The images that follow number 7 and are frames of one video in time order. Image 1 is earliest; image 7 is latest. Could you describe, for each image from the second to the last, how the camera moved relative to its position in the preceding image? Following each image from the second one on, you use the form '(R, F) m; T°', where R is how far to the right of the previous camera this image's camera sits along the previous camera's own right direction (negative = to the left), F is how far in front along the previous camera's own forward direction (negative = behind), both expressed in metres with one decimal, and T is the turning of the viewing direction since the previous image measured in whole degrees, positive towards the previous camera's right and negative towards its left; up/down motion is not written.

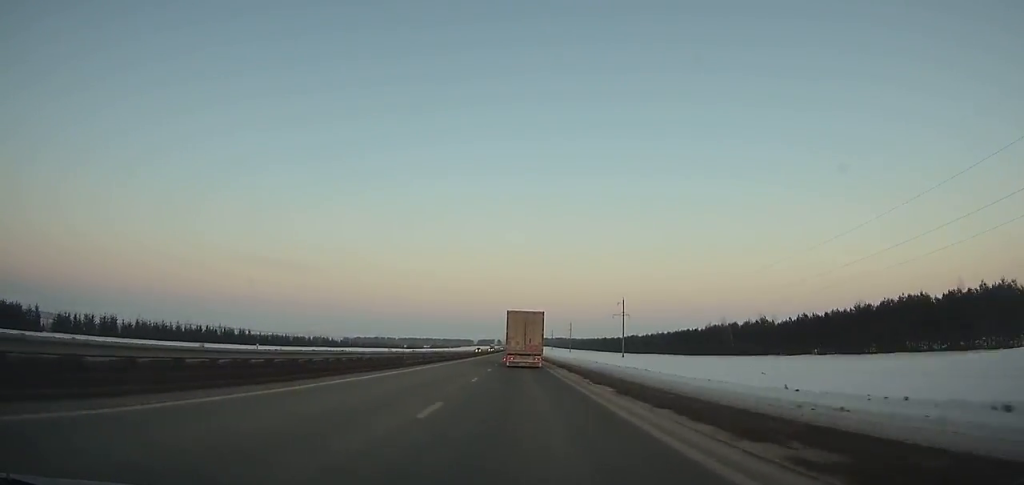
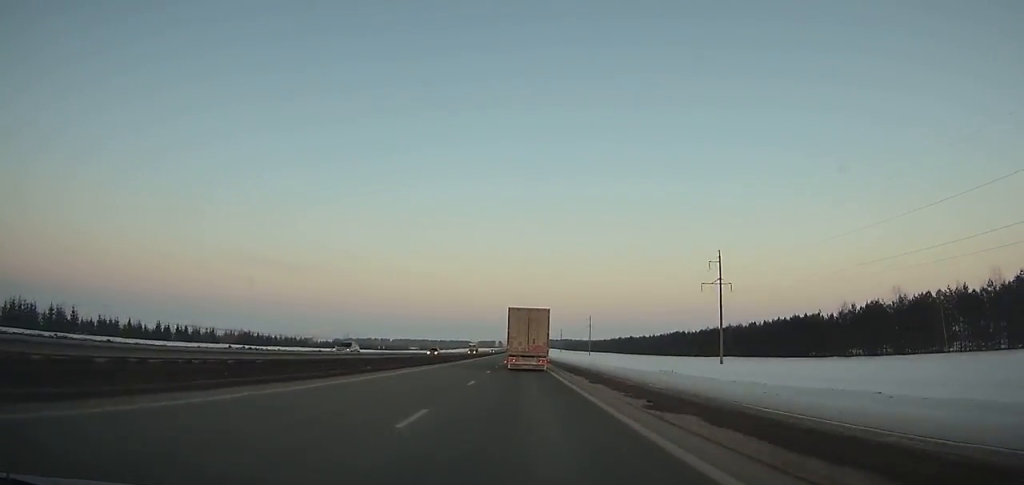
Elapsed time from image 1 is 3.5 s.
(+0.1, +96.0) m; 0°
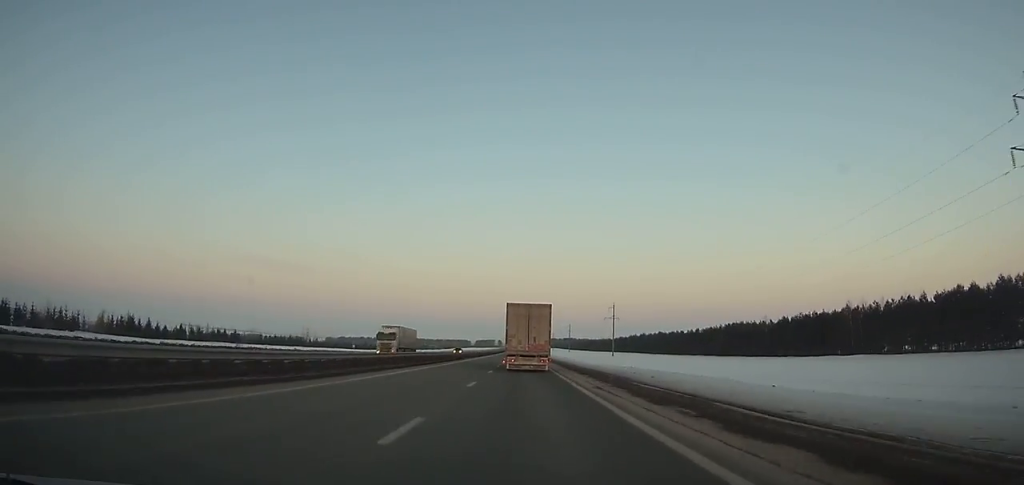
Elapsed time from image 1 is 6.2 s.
(0.0, +73.8) m; 0°
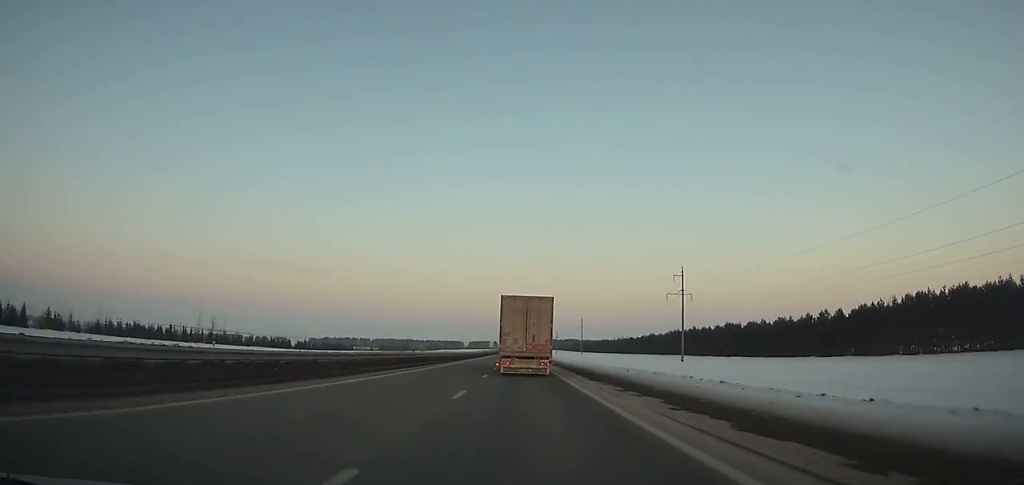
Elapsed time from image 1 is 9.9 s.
(+0.2, +101.1) m; 0°
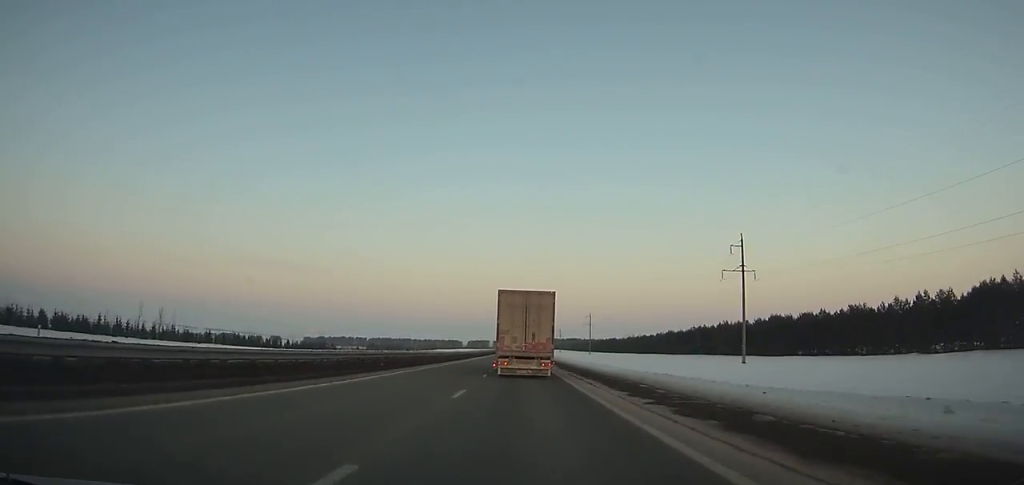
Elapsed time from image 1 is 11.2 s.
(0.0, +35.7) m; 0°
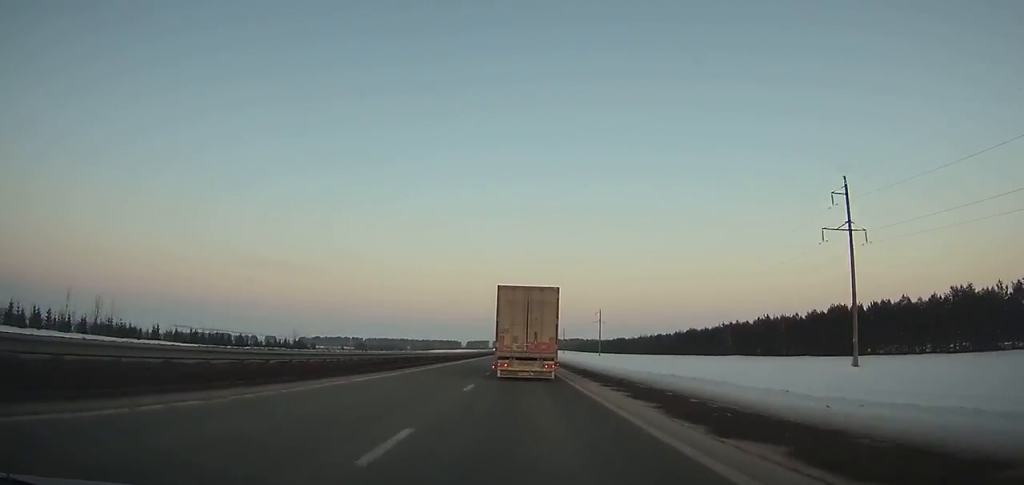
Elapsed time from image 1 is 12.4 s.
(-0.1, +33.2) m; 0°
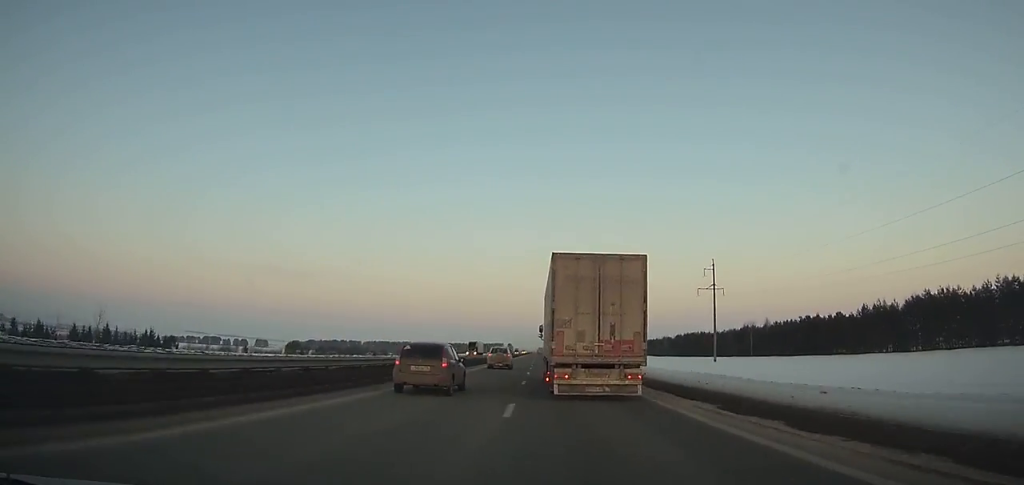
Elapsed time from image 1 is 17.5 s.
(-1.3, +145.1) m; -1°
